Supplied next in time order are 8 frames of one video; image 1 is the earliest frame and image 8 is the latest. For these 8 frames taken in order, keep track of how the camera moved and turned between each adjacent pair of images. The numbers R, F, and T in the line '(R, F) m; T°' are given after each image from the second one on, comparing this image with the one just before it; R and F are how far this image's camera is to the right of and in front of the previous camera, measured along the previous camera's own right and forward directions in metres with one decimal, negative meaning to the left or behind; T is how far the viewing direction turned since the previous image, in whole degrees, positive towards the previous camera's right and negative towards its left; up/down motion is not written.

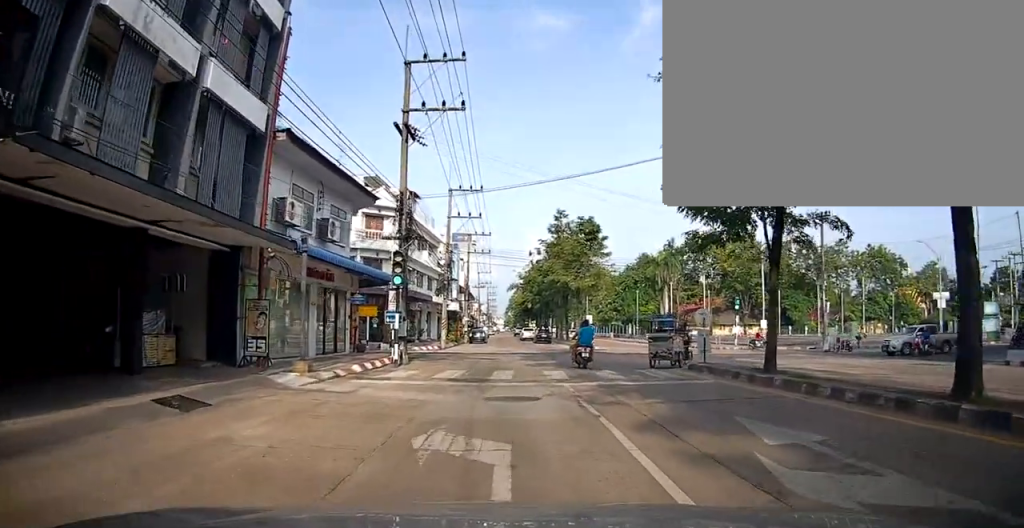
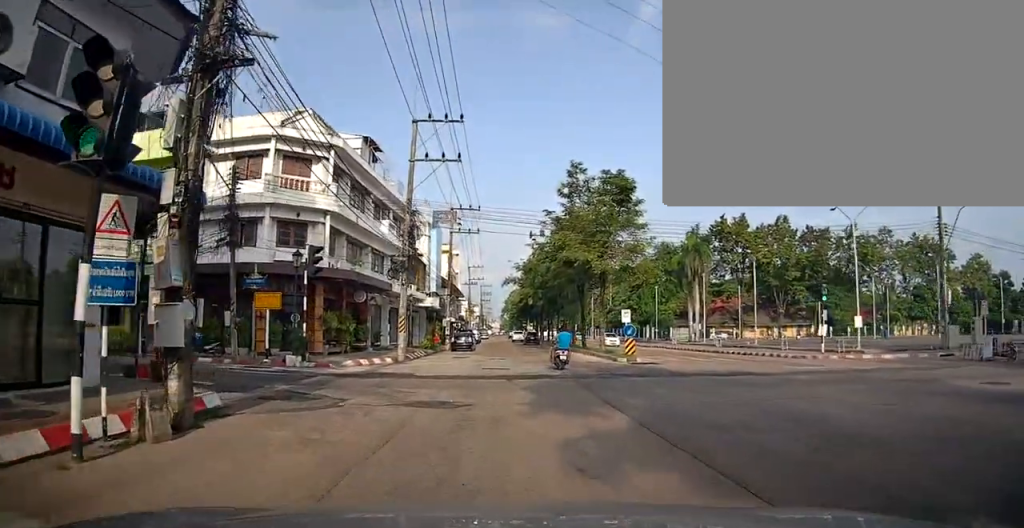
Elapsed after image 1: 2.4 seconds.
(-0.3, +13.6) m; 0°
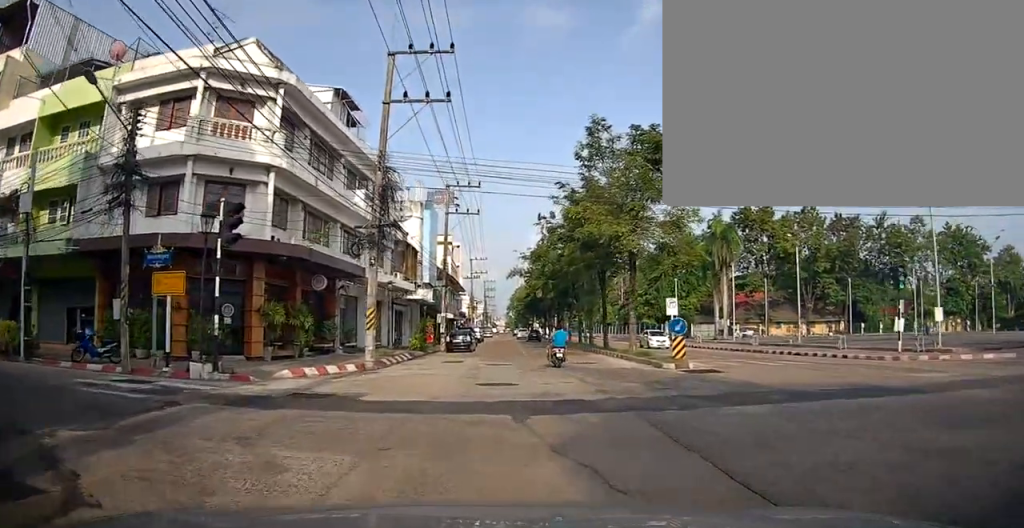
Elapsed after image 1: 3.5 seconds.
(+0.2, +6.4) m; +4°
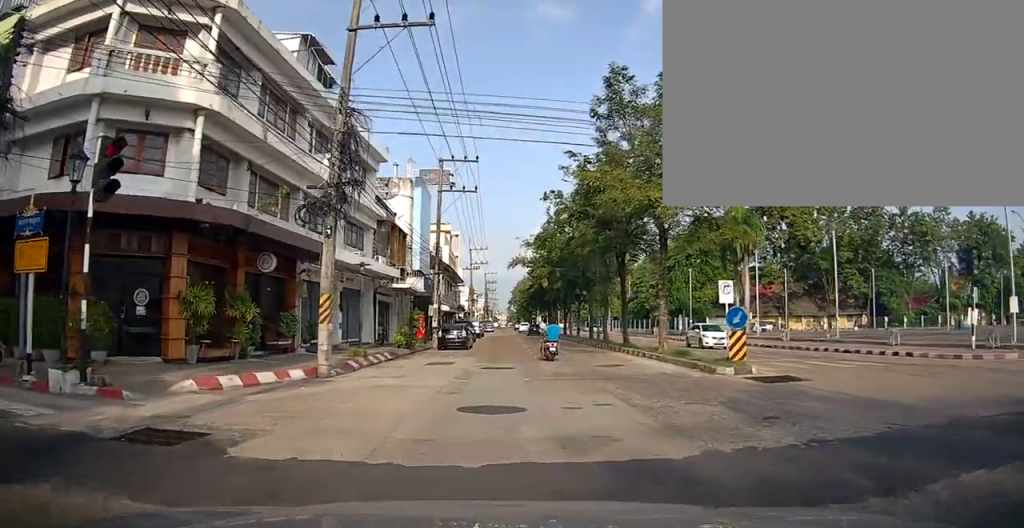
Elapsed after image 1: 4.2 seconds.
(+0.1, +4.9) m; -1°
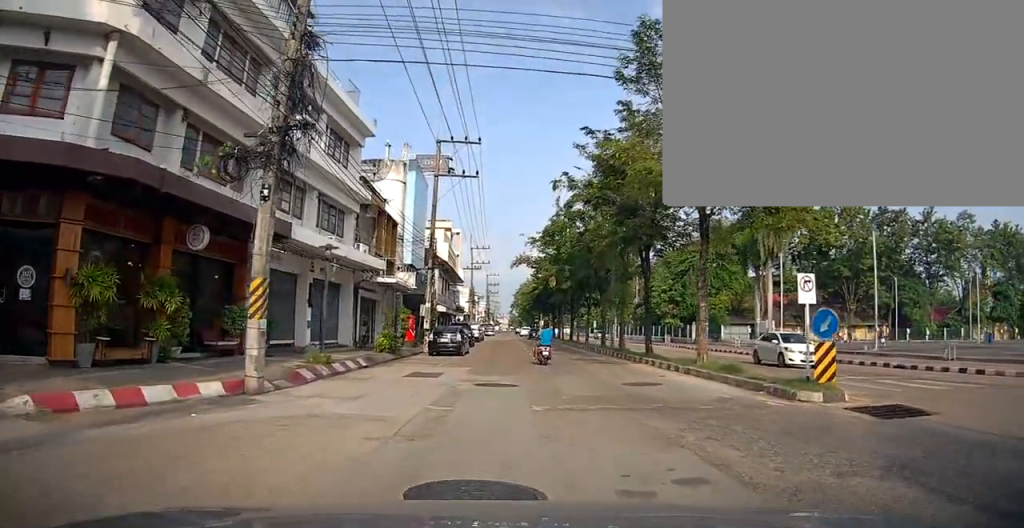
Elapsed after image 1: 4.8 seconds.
(0.0, +4.2) m; -2°
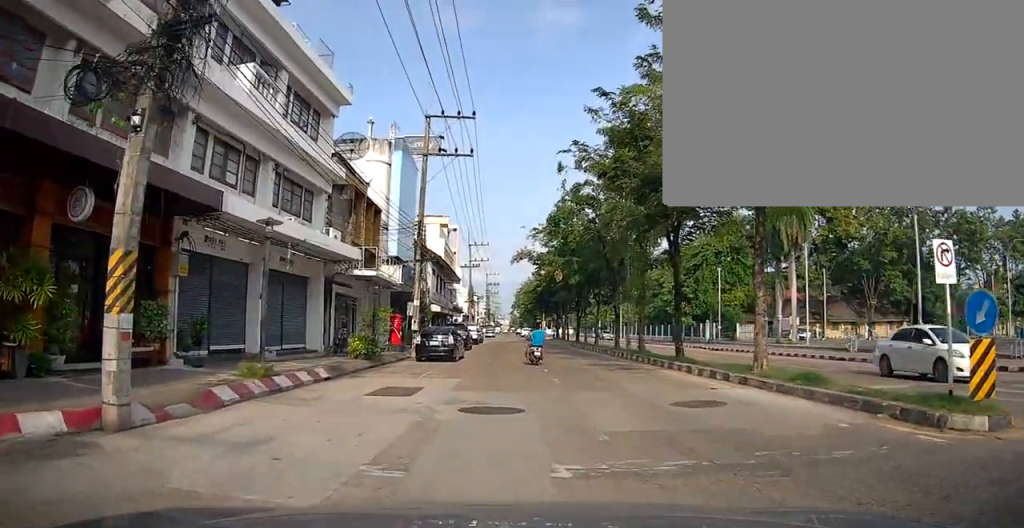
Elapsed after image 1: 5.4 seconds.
(-0.2, +4.1) m; -2°
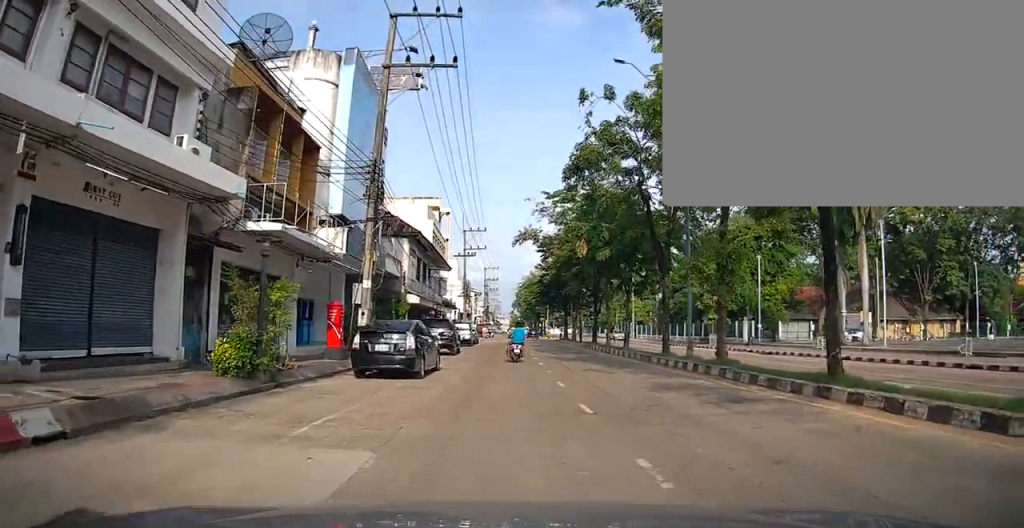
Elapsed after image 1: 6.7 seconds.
(-0.1, +9.6) m; -1°
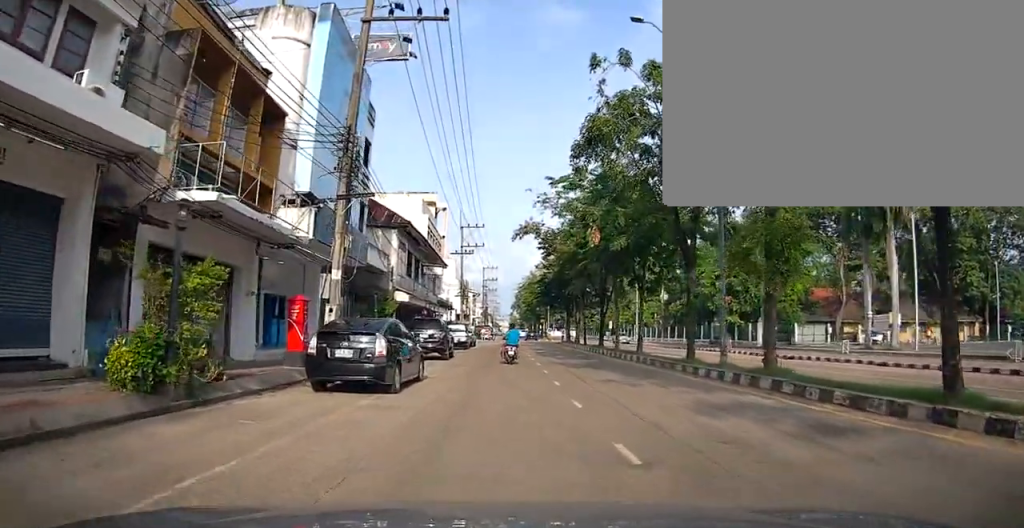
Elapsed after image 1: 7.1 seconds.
(-0.1, +3.1) m; 0°
